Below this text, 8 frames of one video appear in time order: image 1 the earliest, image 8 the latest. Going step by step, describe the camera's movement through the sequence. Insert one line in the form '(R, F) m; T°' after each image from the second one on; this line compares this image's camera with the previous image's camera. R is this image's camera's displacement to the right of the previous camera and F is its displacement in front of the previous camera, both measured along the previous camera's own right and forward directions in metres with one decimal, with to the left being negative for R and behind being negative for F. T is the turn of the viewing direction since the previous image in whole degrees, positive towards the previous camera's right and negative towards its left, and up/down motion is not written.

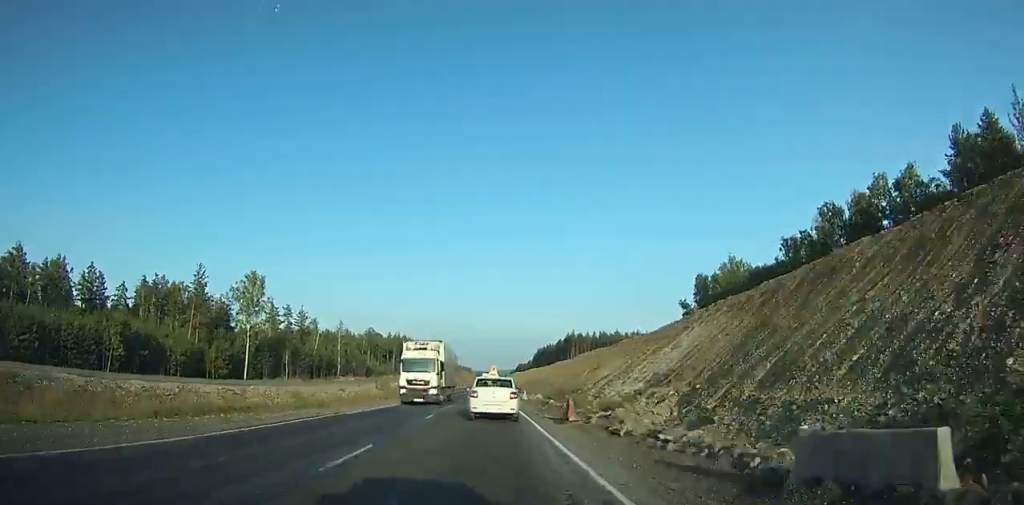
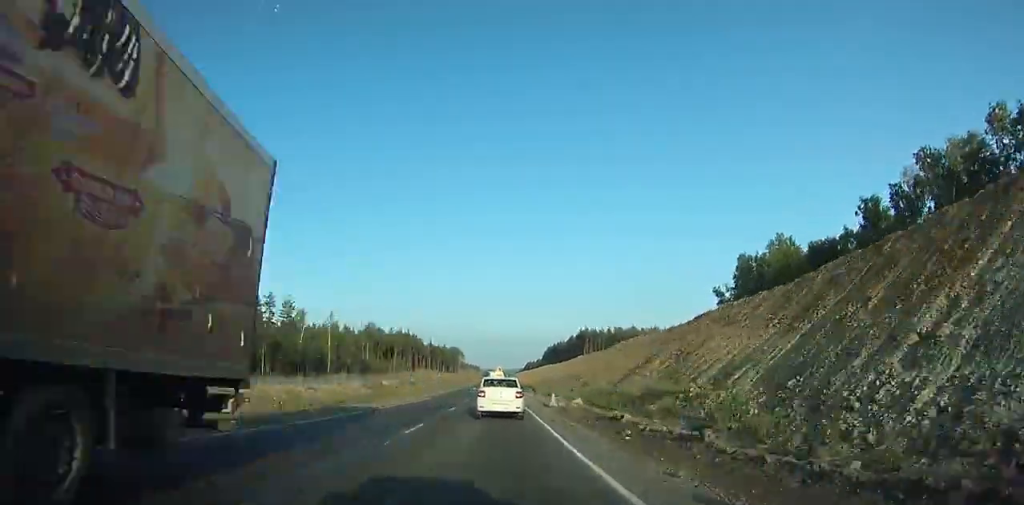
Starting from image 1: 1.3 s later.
(-0.1, +19.0) m; 0°
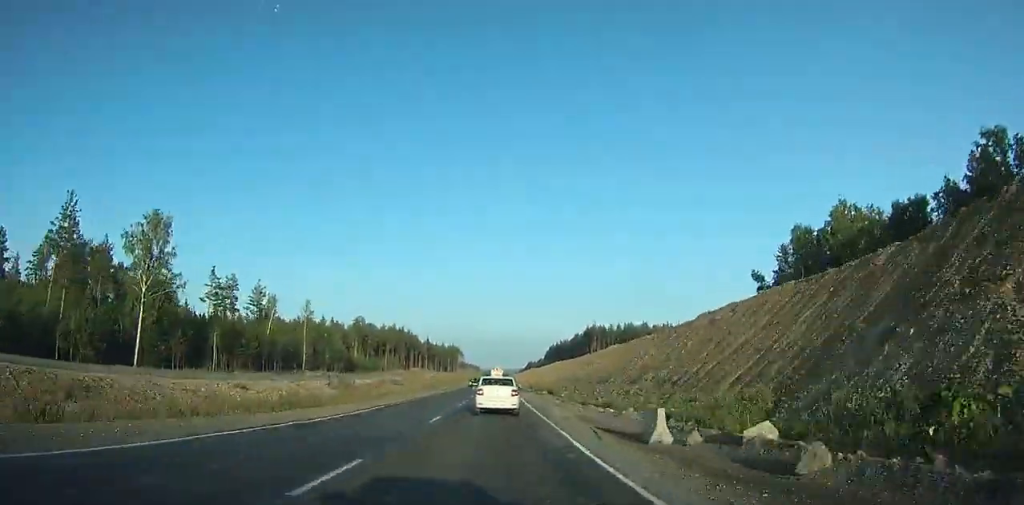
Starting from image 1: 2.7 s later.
(0.0, +21.7) m; 0°
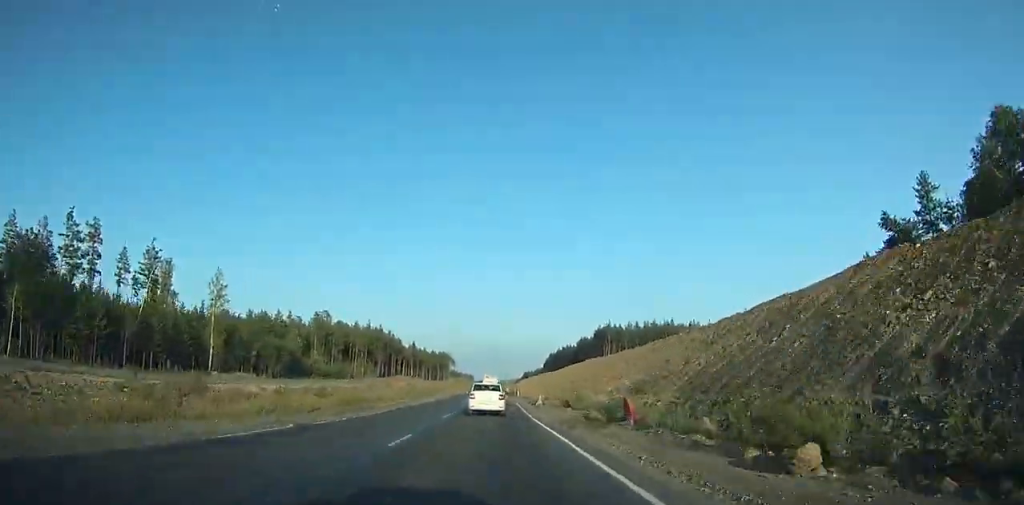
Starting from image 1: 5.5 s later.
(0.0, +45.3) m; 0°
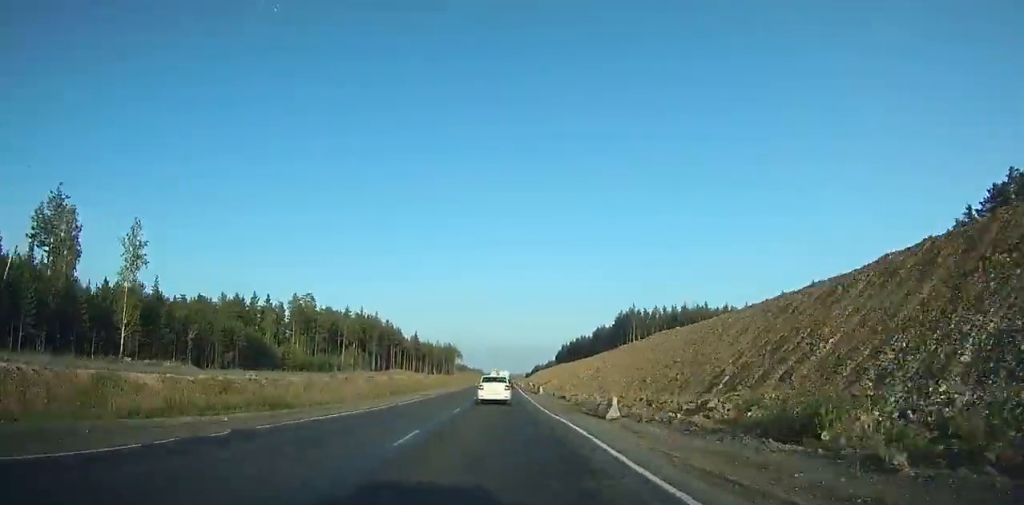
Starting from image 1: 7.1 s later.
(0.0, +27.3) m; 0°
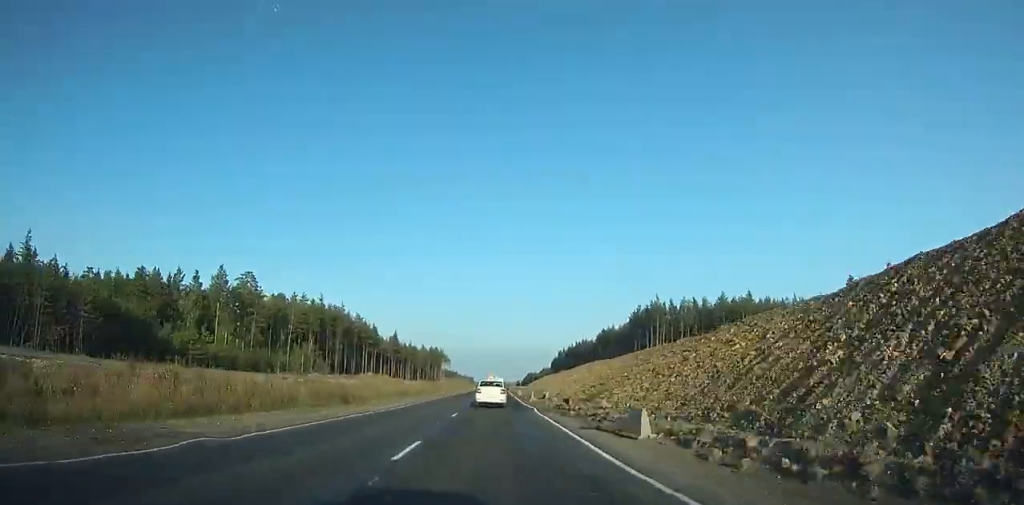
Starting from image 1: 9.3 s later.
(0.0, +39.6) m; 0°
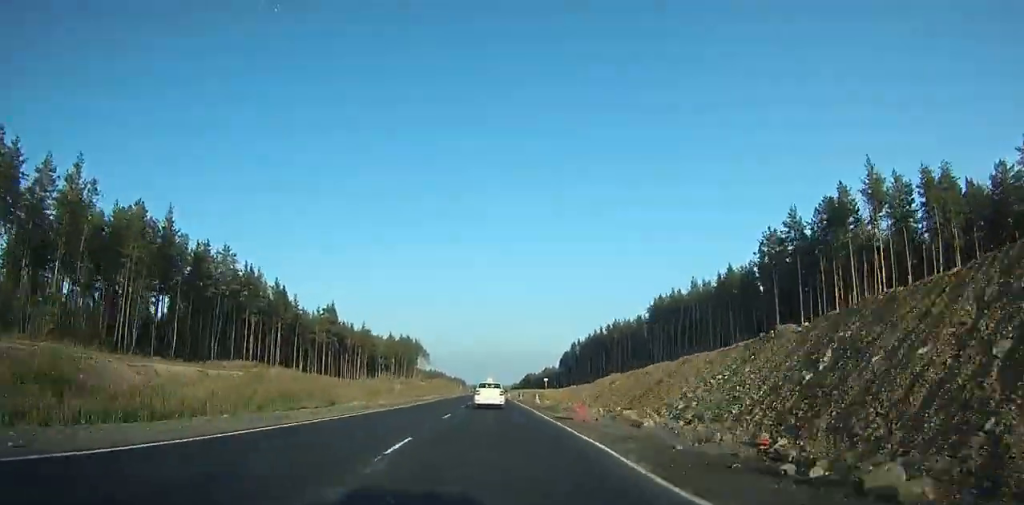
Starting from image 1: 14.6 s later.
(-0.1, +104.4) m; 0°
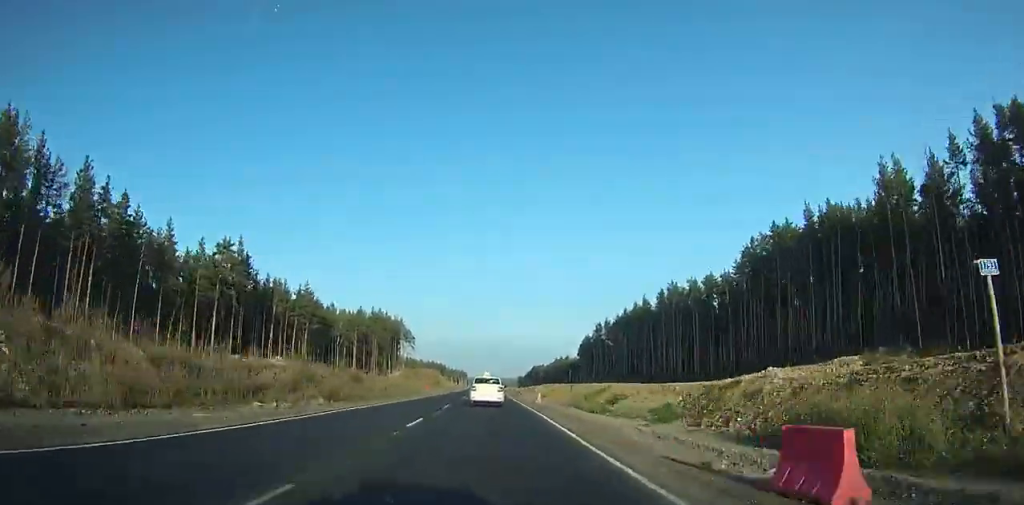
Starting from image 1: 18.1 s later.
(-0.2, +73.0) m; 0°
